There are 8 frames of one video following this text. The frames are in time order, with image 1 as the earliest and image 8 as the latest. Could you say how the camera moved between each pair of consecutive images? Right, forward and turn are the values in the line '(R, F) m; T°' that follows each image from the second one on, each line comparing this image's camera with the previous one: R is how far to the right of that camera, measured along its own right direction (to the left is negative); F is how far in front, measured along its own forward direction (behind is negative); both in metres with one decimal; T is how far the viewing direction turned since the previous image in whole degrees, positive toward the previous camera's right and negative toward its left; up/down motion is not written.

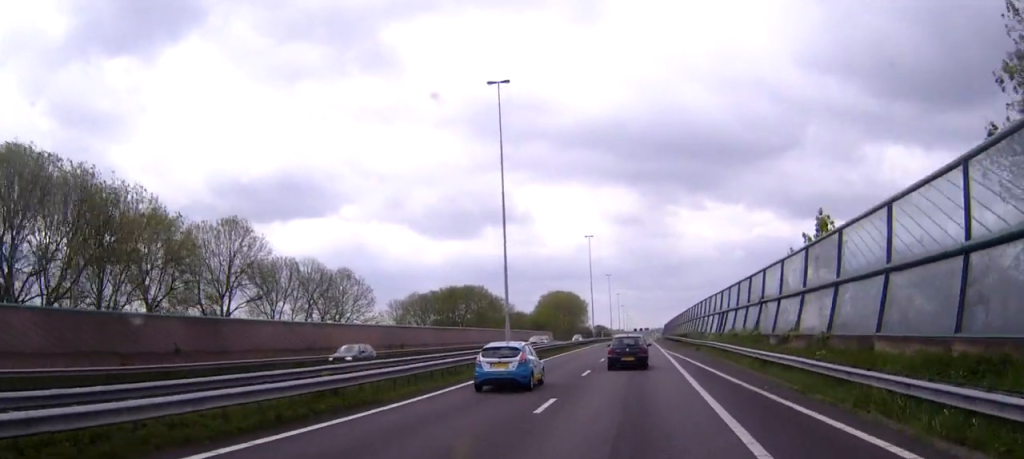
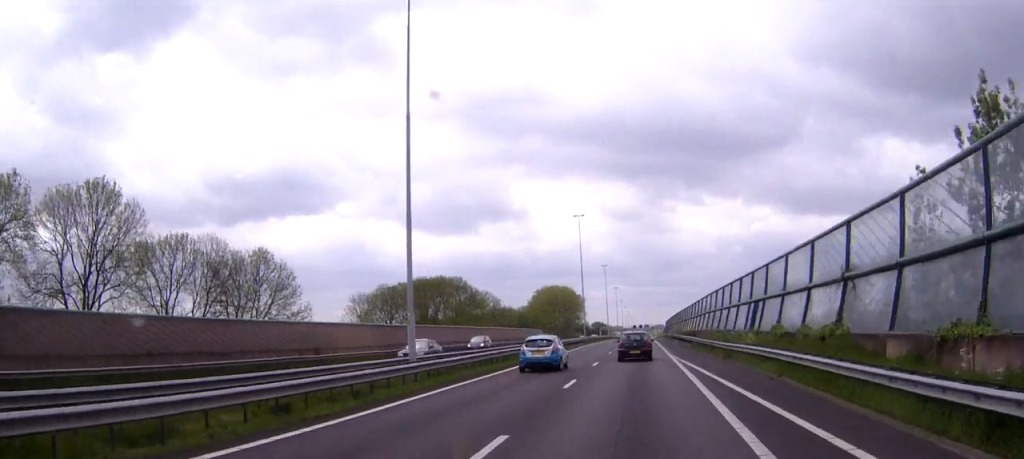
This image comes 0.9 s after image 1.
(0.0, +19.2) m; 0°
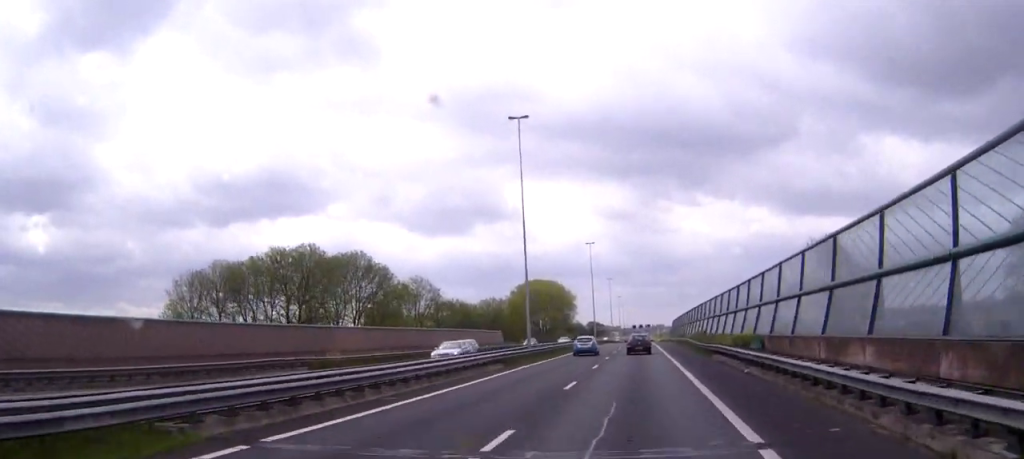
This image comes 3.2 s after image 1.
(+0.1, +52.2) m; 0°
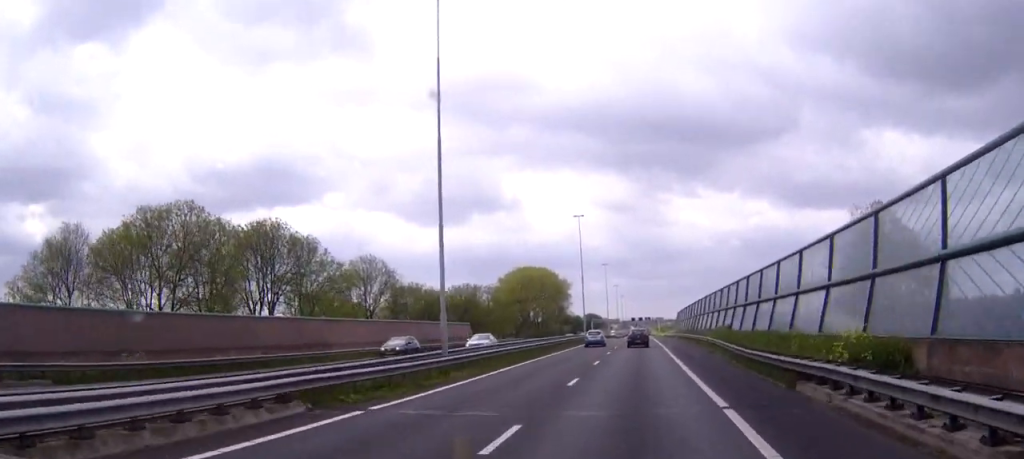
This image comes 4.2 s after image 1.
(0.0, +23.1) m; 0°
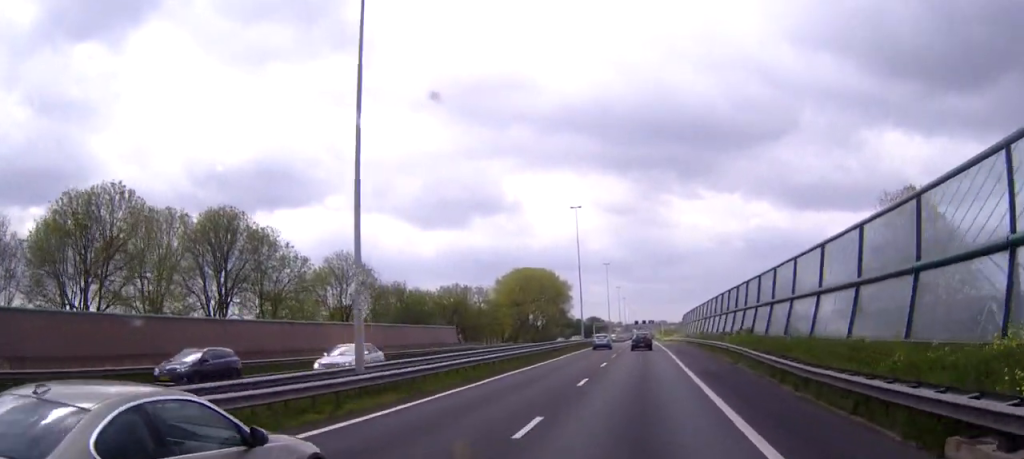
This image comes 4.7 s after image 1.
(0.0, +9.7) m; 0°
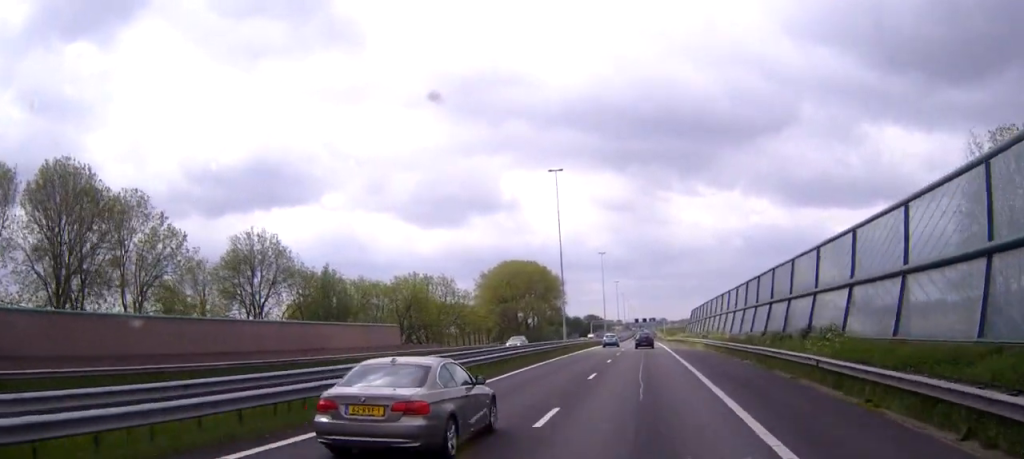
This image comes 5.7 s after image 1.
(+0.1, +22.5) m; 0°
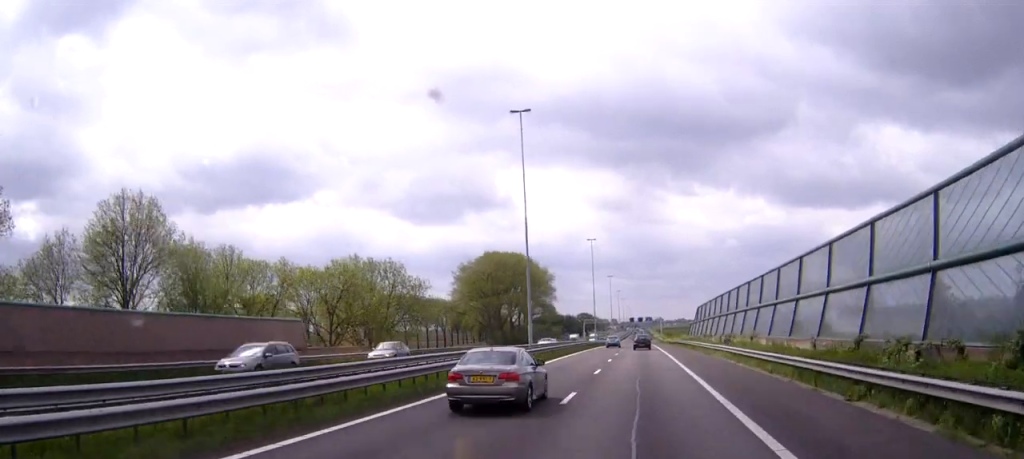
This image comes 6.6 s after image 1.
(-0.1, +20.4) m; 0°
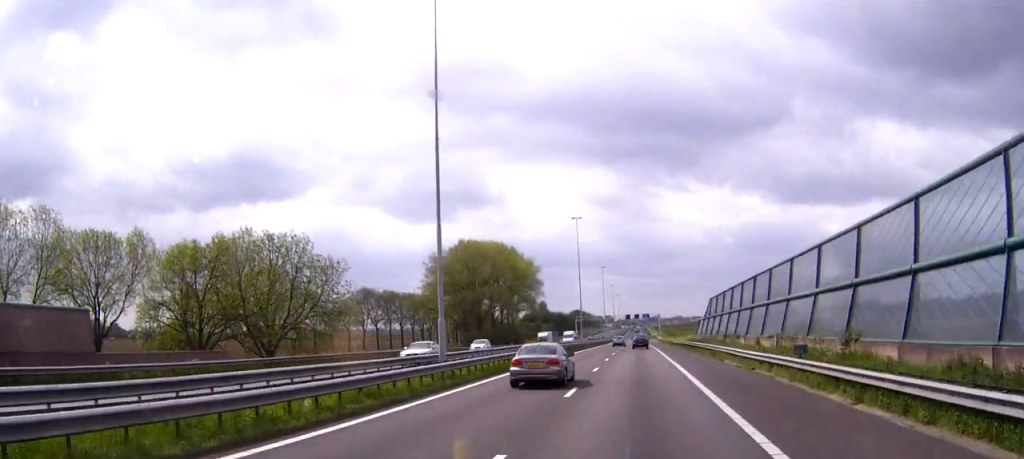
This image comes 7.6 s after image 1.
(0.0, +22.8) m; 0°
